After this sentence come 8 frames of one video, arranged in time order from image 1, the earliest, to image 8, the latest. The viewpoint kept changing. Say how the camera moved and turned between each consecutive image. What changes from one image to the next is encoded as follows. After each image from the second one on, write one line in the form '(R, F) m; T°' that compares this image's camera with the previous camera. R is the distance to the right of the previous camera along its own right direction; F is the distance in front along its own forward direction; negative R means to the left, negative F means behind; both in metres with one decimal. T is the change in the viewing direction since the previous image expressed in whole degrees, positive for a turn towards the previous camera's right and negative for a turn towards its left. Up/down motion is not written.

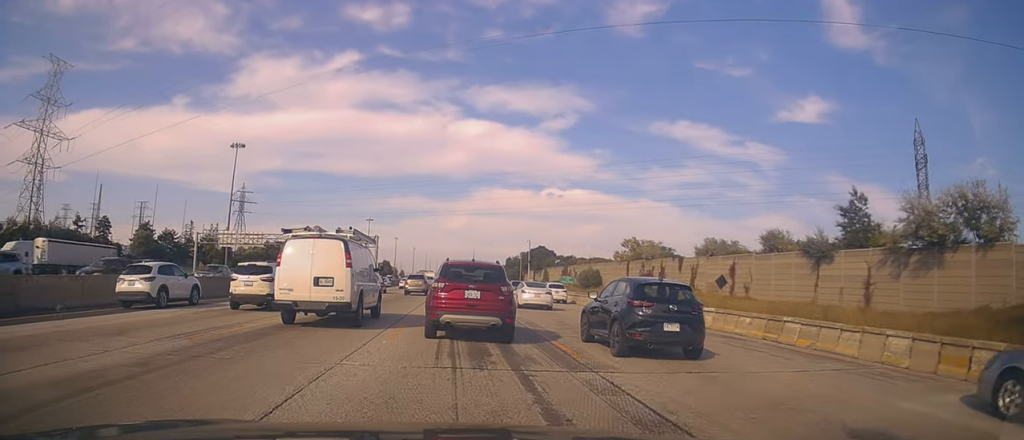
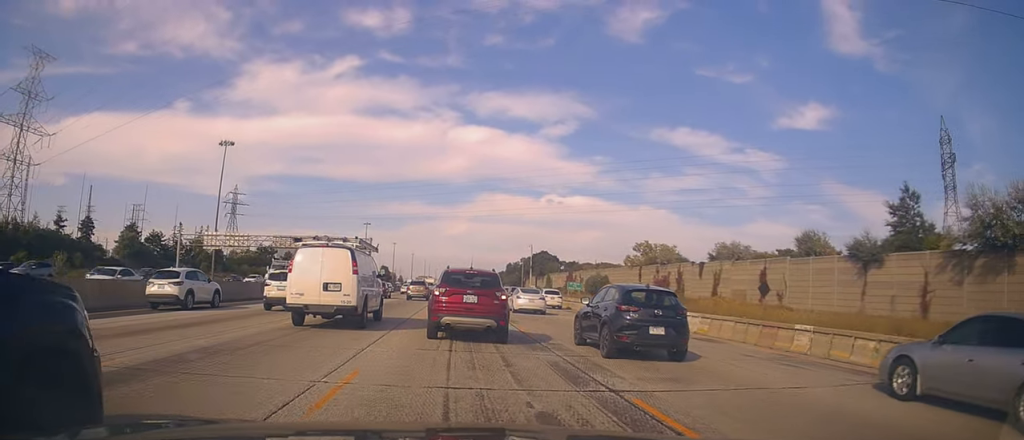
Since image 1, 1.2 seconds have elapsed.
(+0.2, +6.8) m; +5°
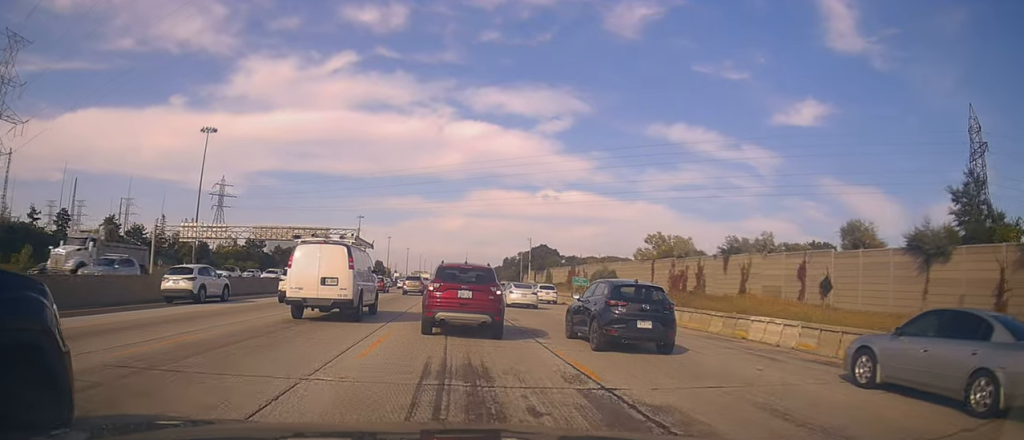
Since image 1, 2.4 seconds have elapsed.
(+0.5, +7.1) m; +3°
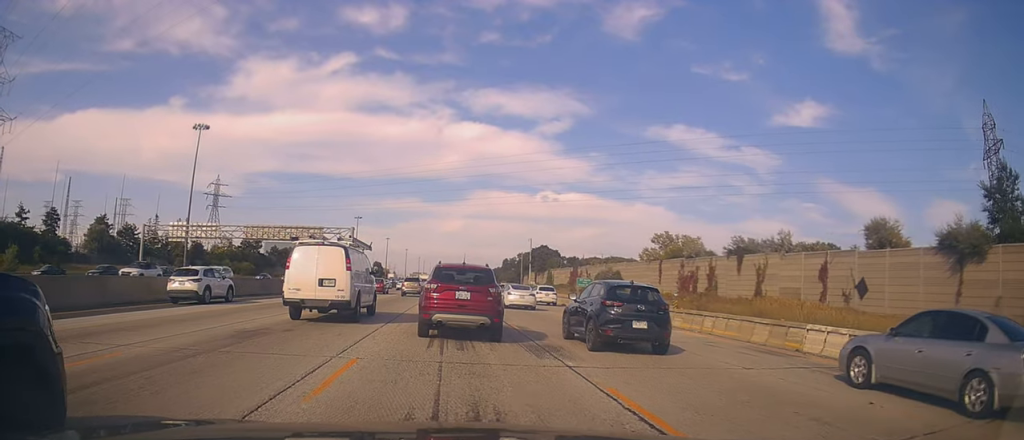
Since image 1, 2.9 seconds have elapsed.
(+0.3, +3.1) m; -2°
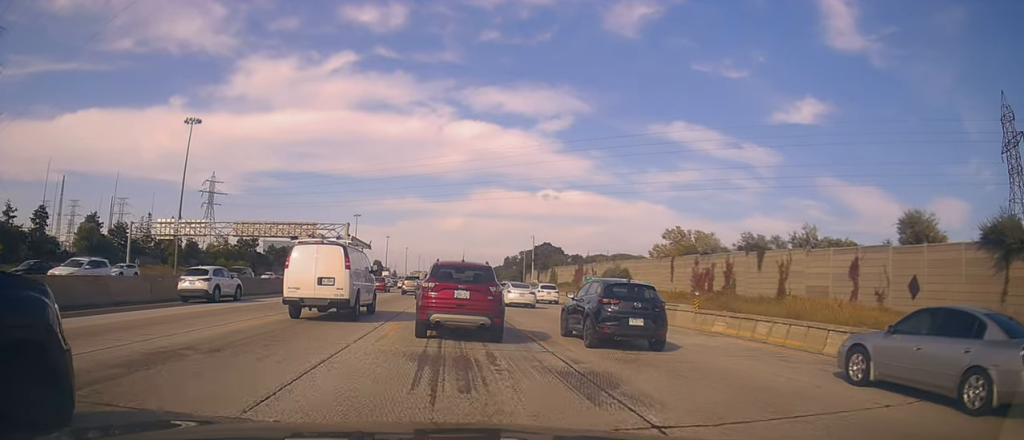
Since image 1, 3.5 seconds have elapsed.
(-0.5, +4.1) m; -2°
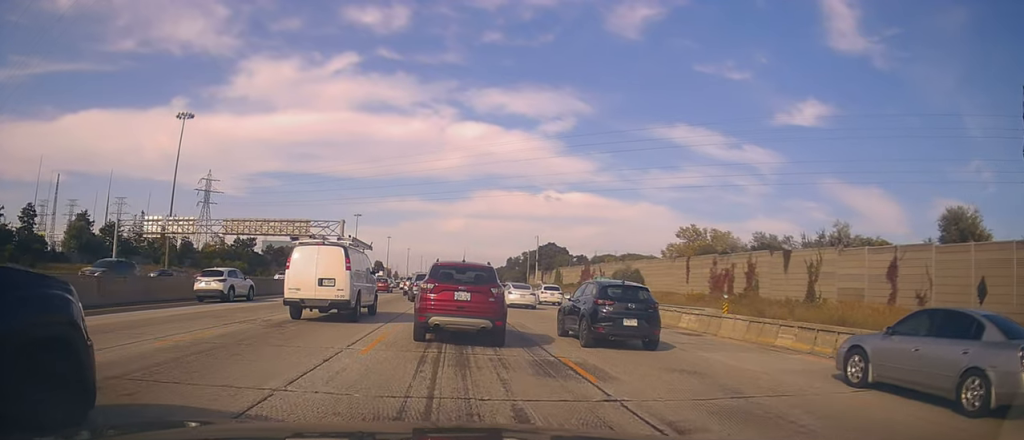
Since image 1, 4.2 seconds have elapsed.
(-0.2, +4.6) m; -1°
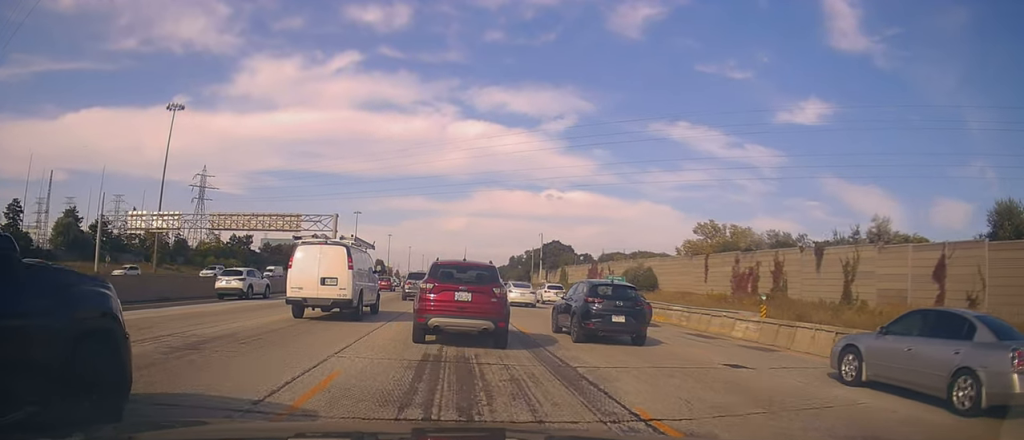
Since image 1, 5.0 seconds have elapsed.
(+0.3, +5.3) m; +2°
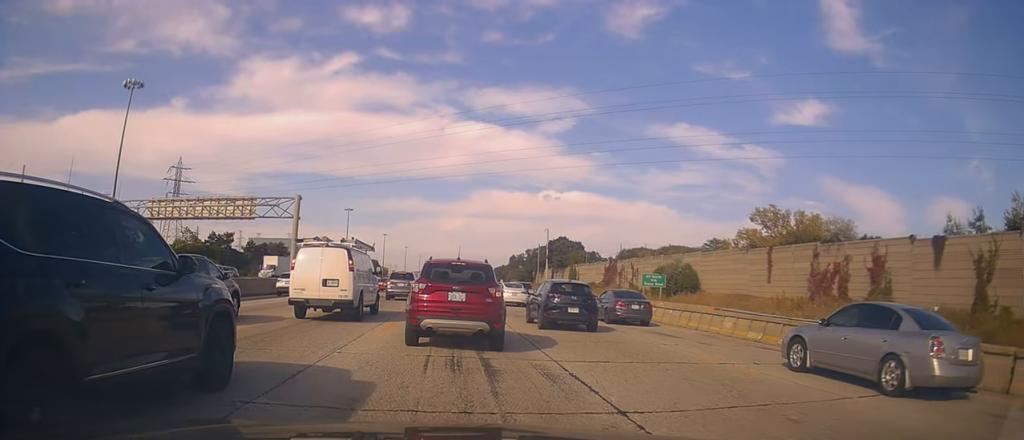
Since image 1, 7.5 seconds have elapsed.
(+0.3, +16.4) m; -1°
